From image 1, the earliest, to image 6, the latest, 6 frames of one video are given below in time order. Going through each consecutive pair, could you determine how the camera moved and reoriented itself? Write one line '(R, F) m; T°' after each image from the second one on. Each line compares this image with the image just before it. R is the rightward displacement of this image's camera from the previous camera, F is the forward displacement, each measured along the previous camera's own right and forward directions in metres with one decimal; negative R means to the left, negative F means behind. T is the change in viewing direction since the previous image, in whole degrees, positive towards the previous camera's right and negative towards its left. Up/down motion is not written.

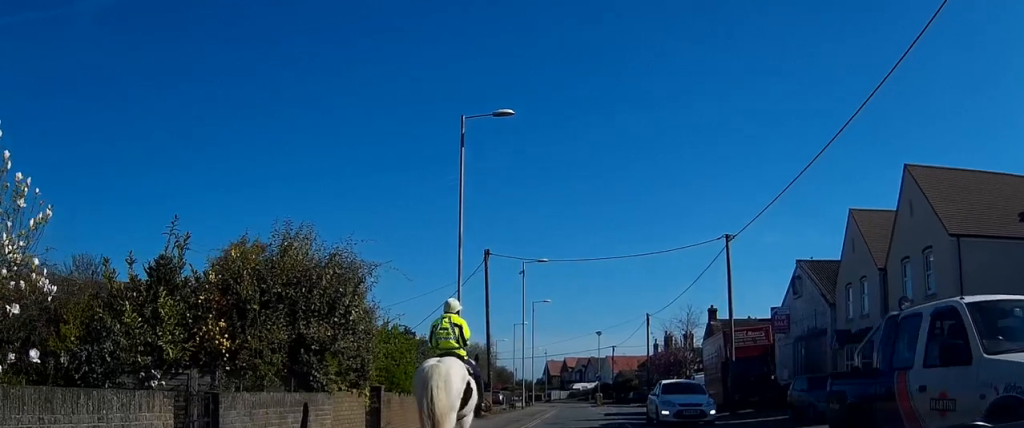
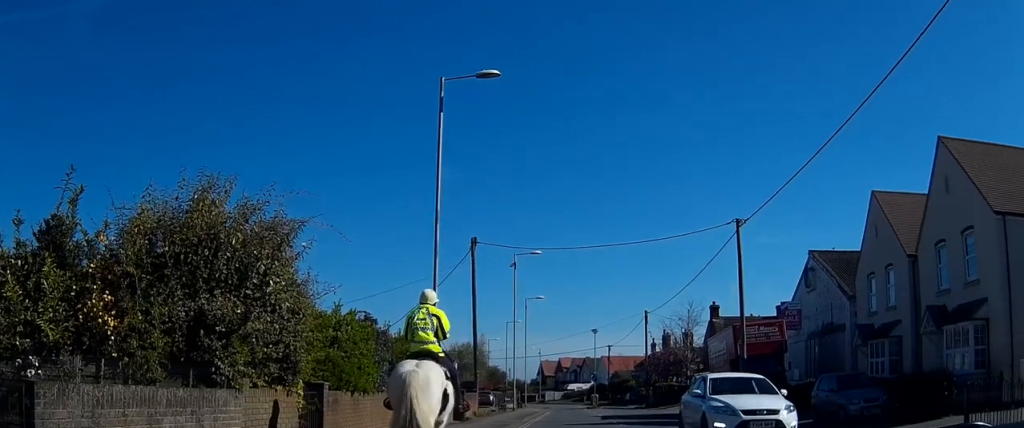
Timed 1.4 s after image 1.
(+0.3, +3.5) m; +11°
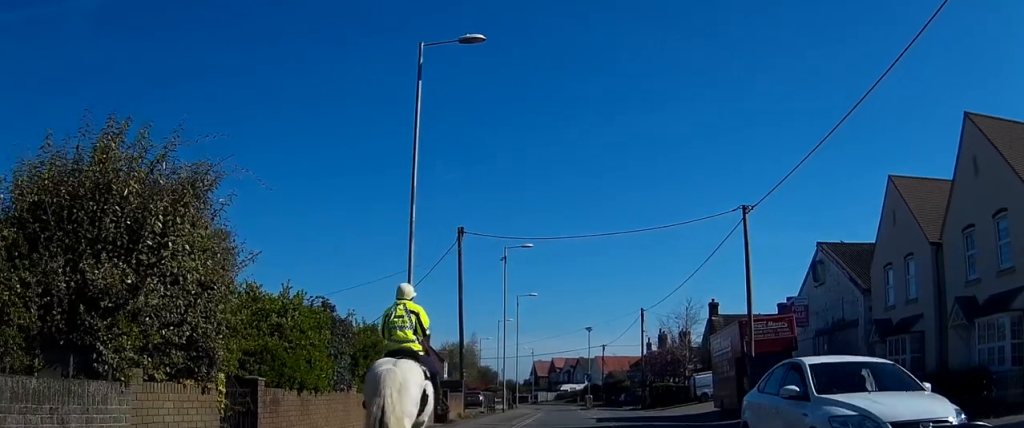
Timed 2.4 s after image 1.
(+0.3, +2.7) m; +5°
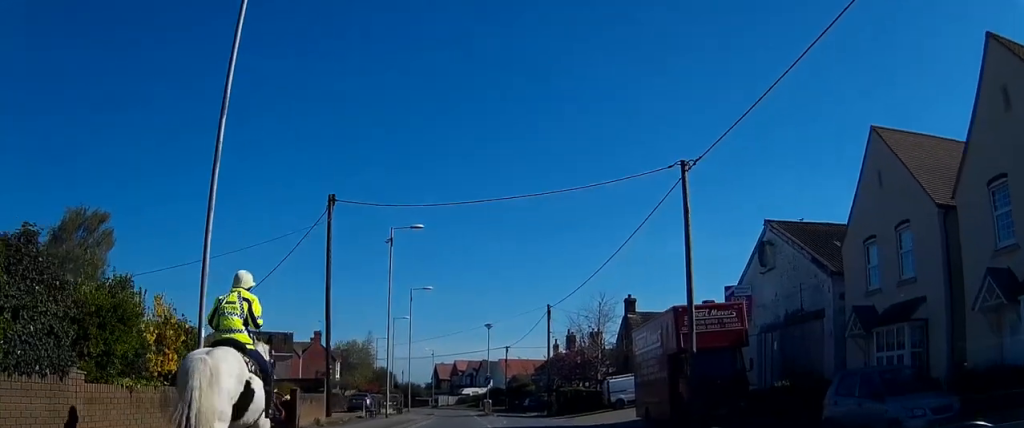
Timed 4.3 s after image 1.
(+0.4, +6.6) m; +7°
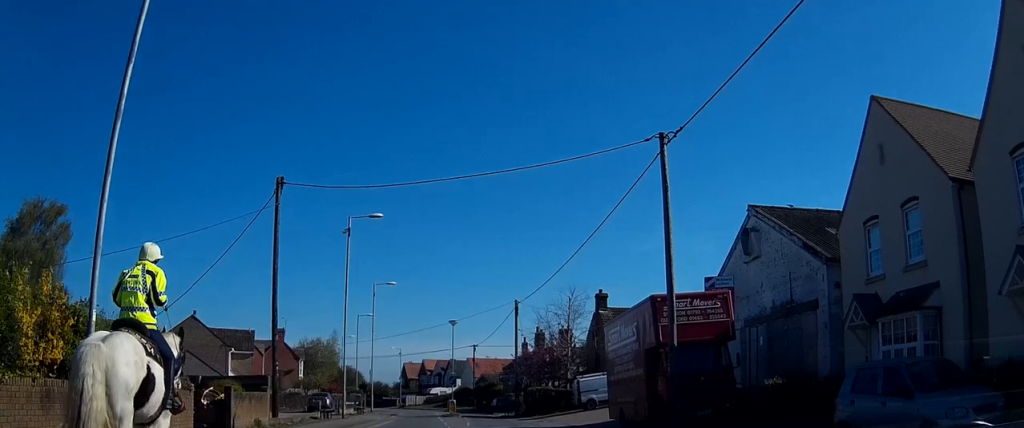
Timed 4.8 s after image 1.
(0.0, +2.5) m; 0°
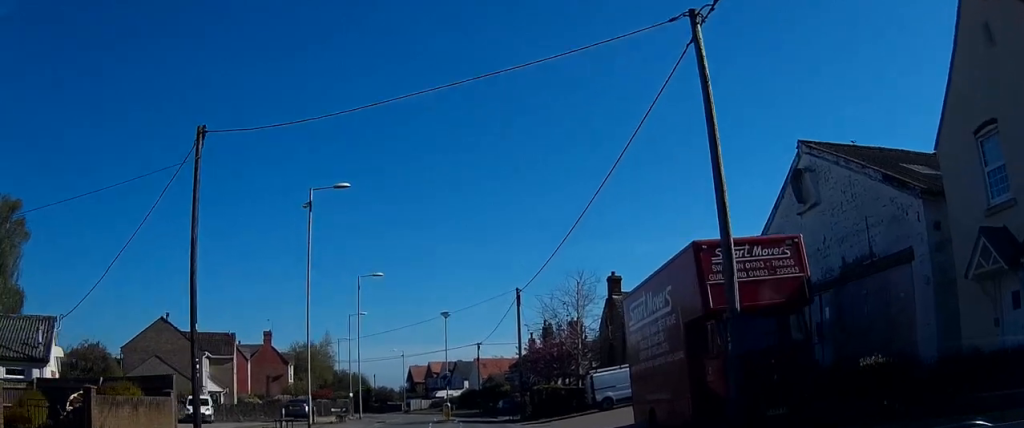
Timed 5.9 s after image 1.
(-0.2, +6.7) m; -4°
